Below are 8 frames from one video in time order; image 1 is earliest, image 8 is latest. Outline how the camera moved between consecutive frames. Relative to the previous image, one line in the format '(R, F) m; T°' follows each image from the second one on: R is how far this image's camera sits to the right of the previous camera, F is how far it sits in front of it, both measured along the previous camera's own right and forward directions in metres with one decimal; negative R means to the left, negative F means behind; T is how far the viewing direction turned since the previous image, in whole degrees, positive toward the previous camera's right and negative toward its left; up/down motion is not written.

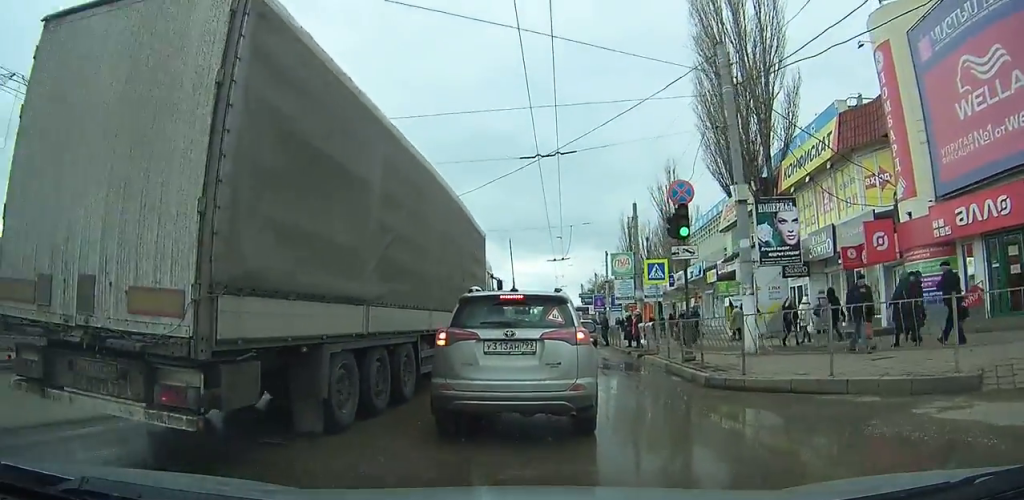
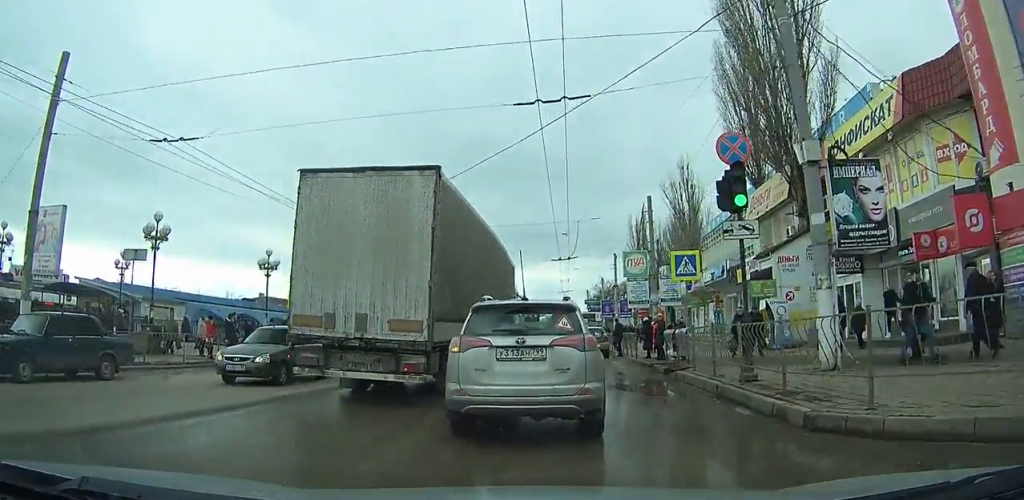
(-0.3, +6.5) m; -4°
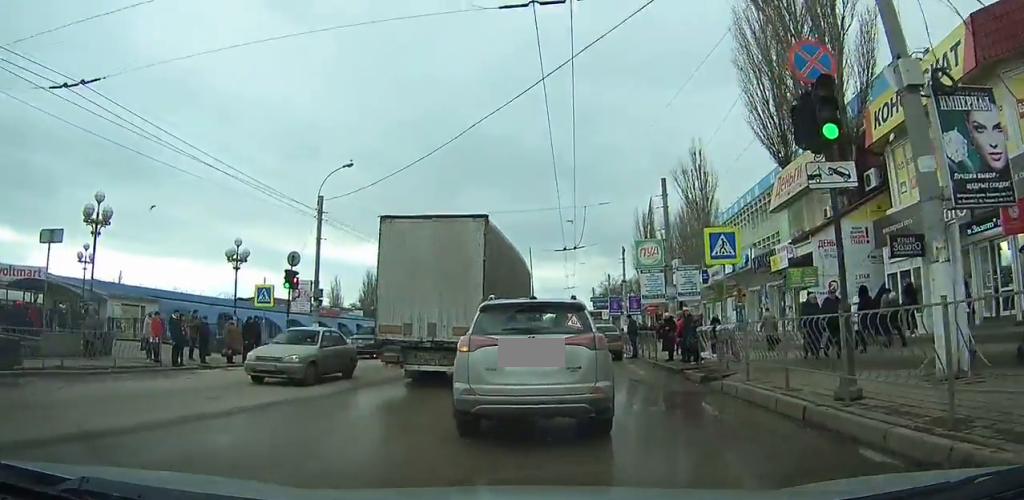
(0.0, +4.6) m; -4°
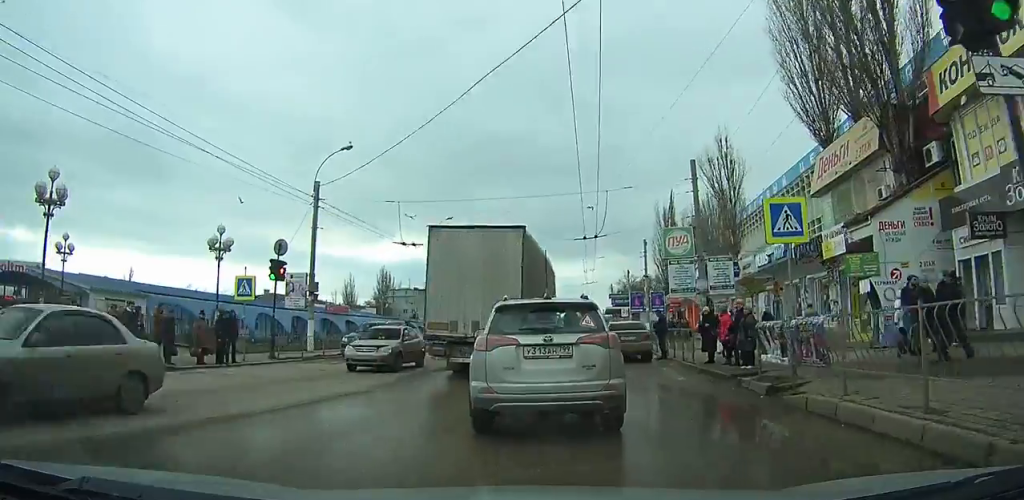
(-0.2, +3.5) m; -2°
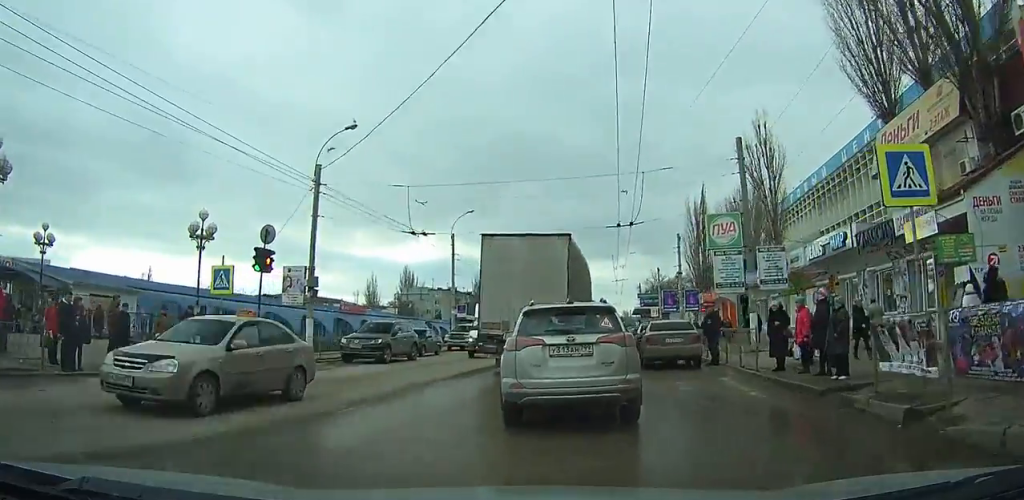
(-0.1, +3.8) m; -2°
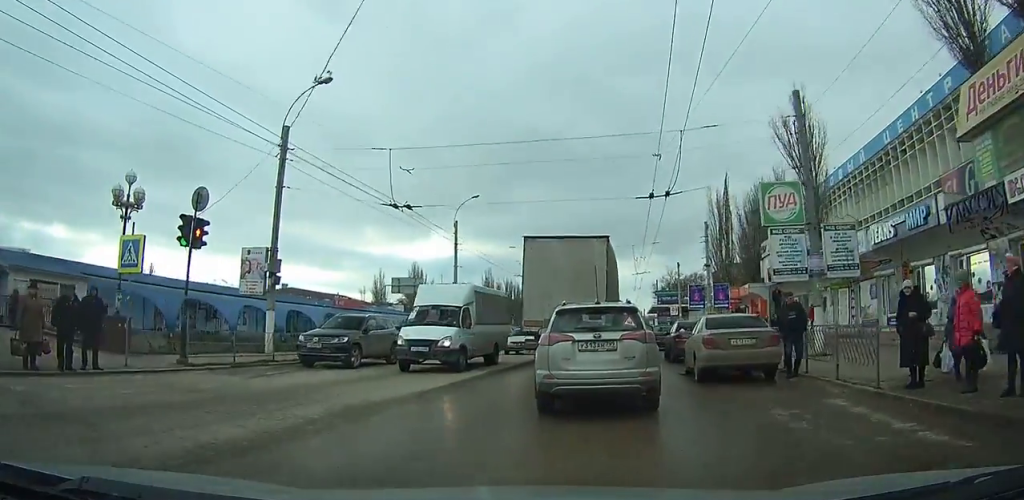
(-0.1, +5.4) m; +1°
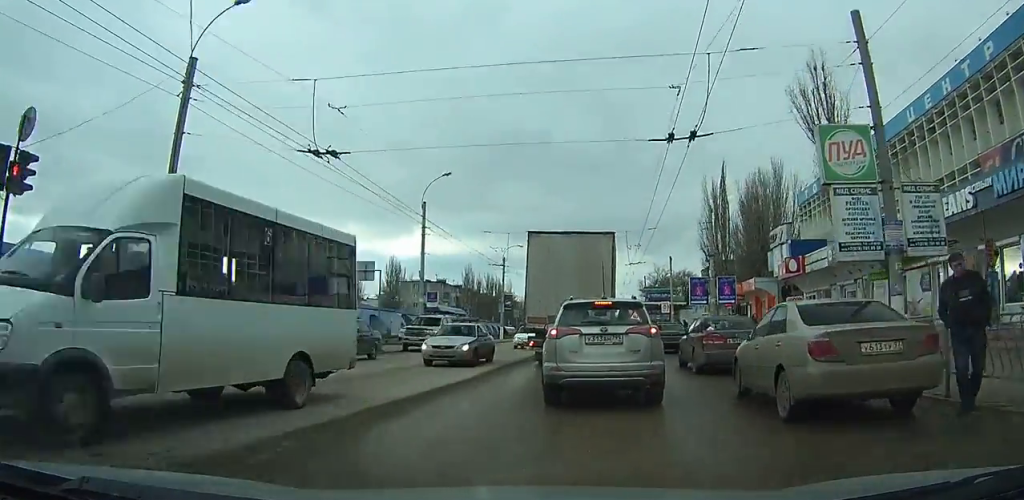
(0.0, +5.3) m; +2°
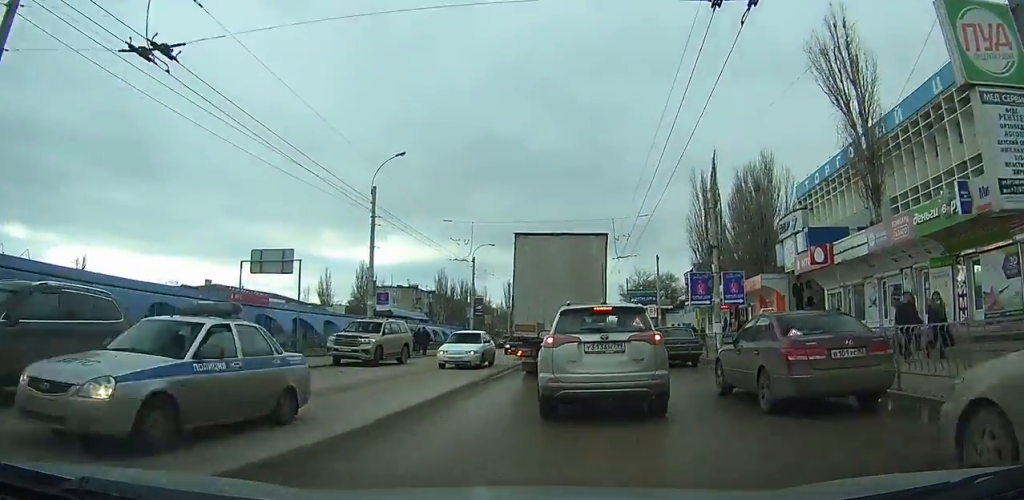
(+0.3, +5.6) m; +2°
